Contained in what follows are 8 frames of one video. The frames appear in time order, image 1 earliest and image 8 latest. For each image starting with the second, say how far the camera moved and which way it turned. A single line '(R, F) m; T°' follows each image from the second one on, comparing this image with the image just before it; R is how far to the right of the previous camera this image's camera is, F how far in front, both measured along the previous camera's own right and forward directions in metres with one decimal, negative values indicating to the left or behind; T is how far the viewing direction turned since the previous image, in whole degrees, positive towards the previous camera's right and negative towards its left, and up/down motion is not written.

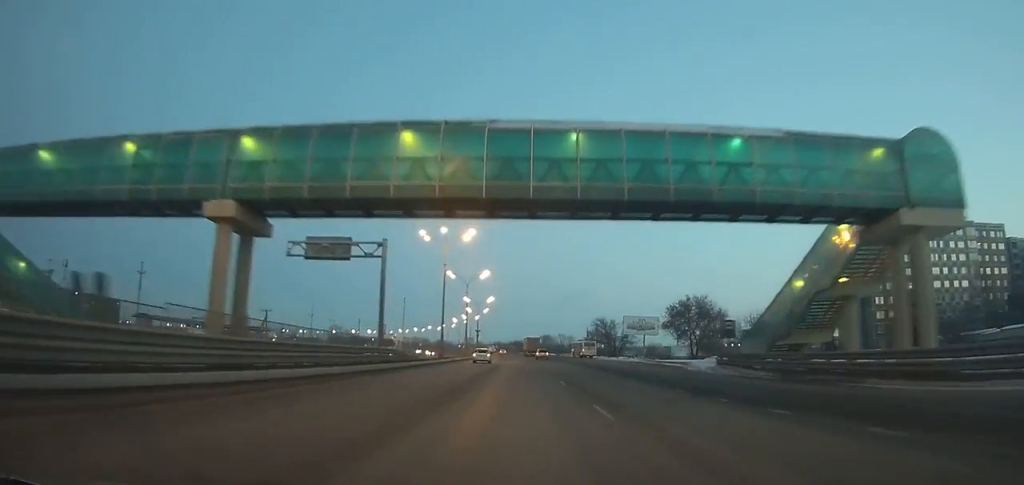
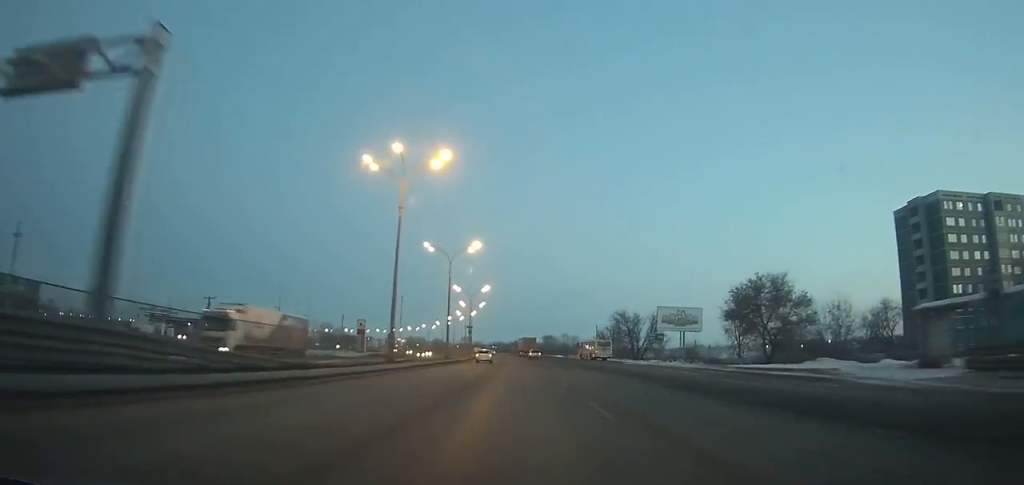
(-0.1, +24.0) m; 0°
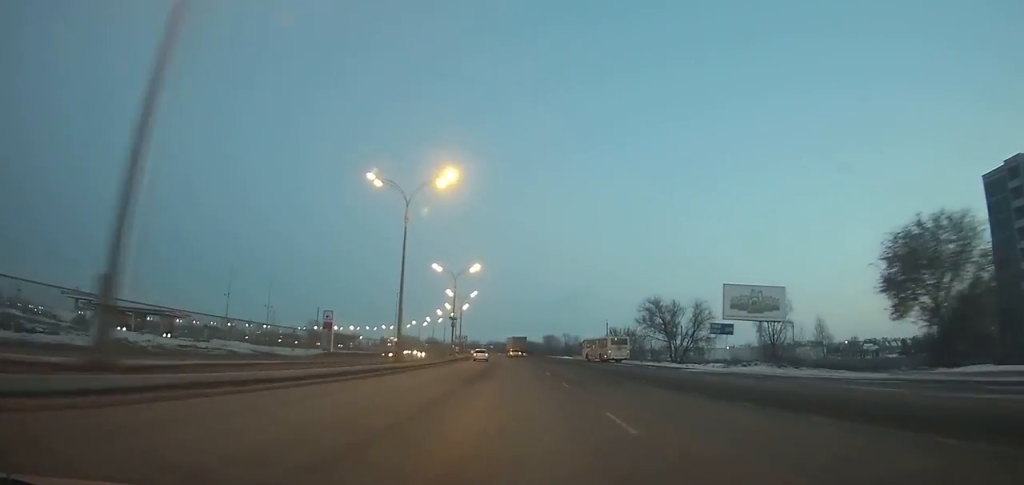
(0.0, +25.7) m; -1°
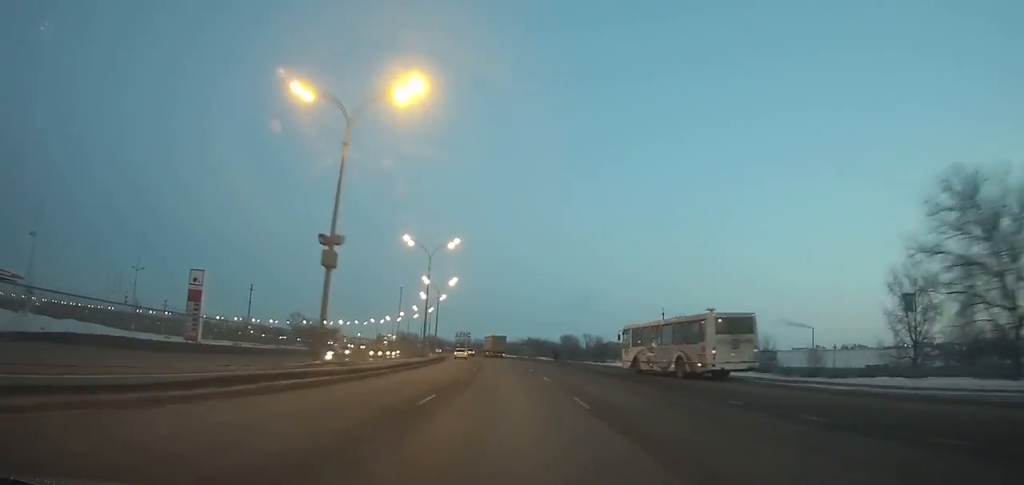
(-0.6, +55.2) m; -3°
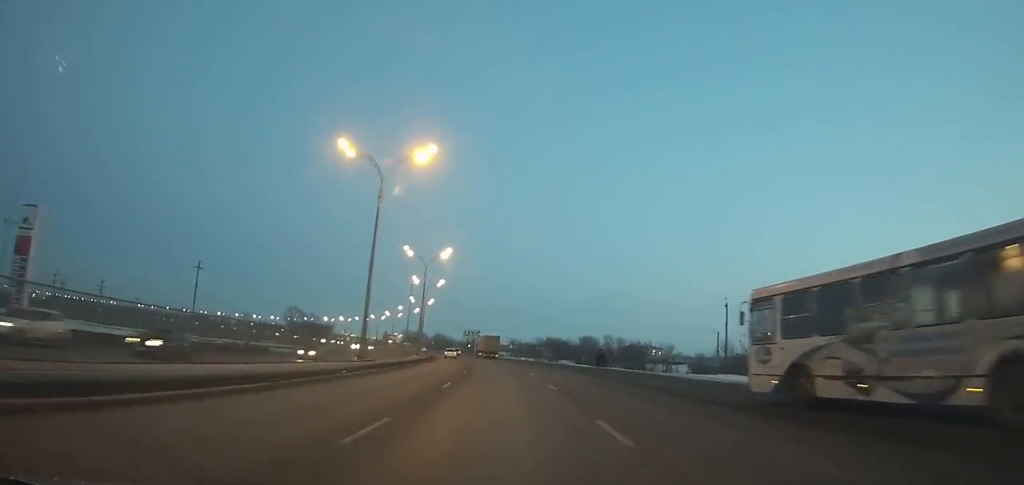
(-0.2, +29.5) m; -2°
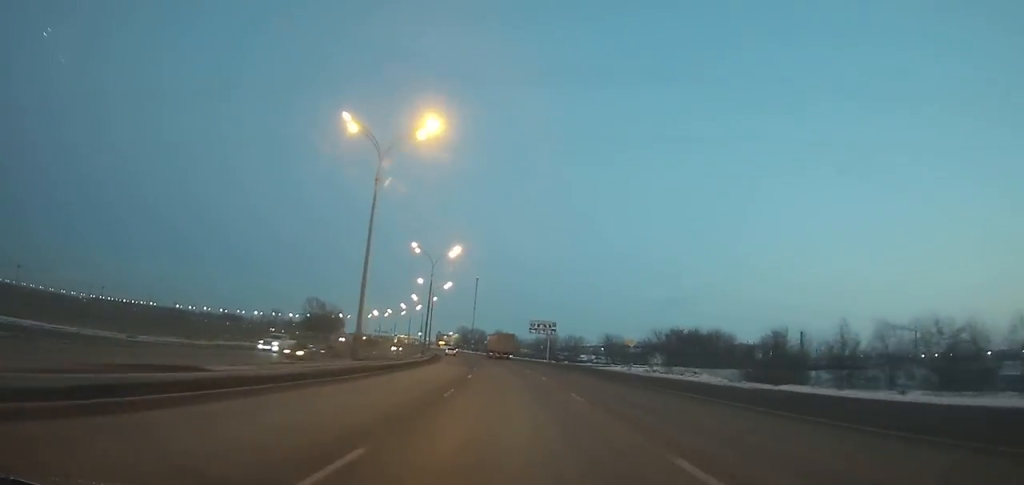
(-5.0, +76.5) m; -7°
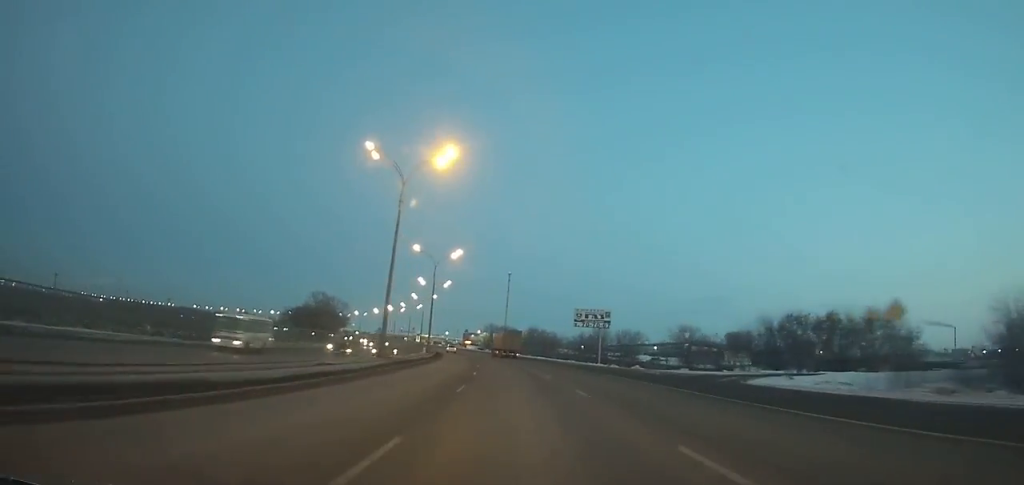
(-1.2, +35.6) m; -3°
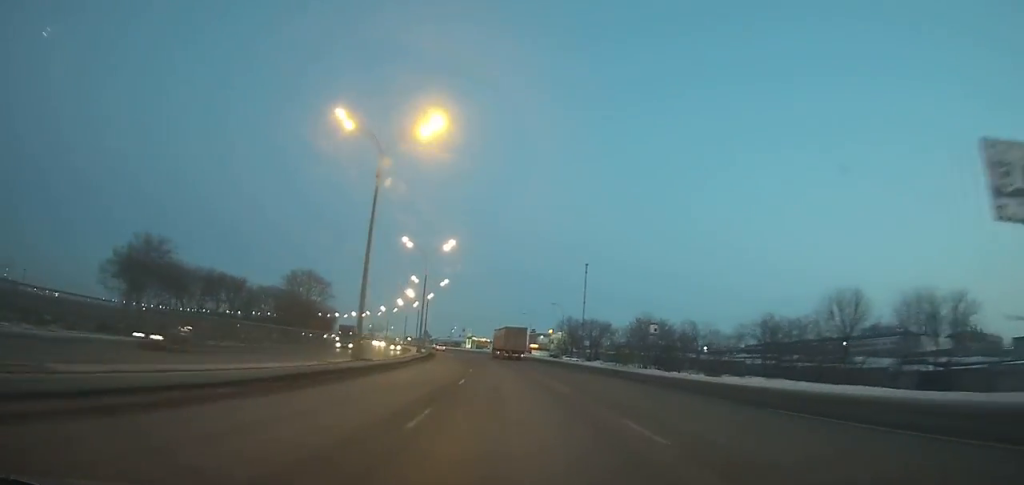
(-4.6, +80.9) m; -8°
